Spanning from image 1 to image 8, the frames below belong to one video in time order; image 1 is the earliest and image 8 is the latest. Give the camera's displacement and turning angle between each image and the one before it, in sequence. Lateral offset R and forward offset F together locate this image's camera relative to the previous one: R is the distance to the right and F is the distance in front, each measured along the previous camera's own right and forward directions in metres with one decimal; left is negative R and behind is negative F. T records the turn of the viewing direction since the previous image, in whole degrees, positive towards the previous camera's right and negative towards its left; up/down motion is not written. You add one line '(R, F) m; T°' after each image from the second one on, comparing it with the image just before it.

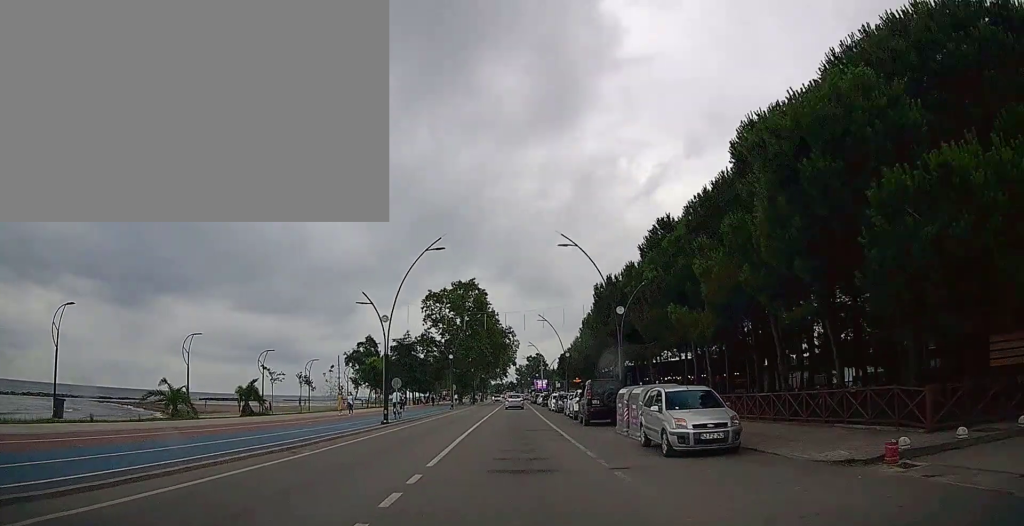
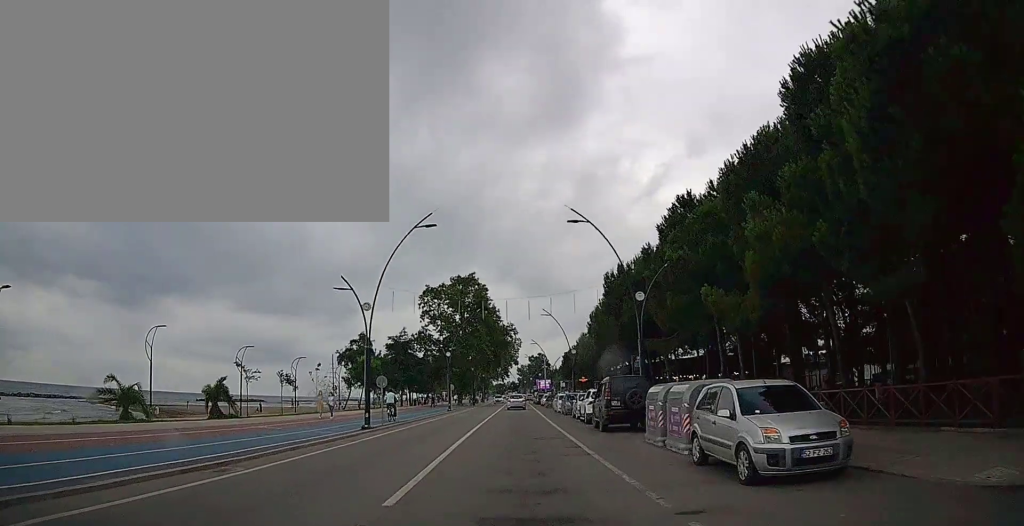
(+0.1, +4.1) m; 0°
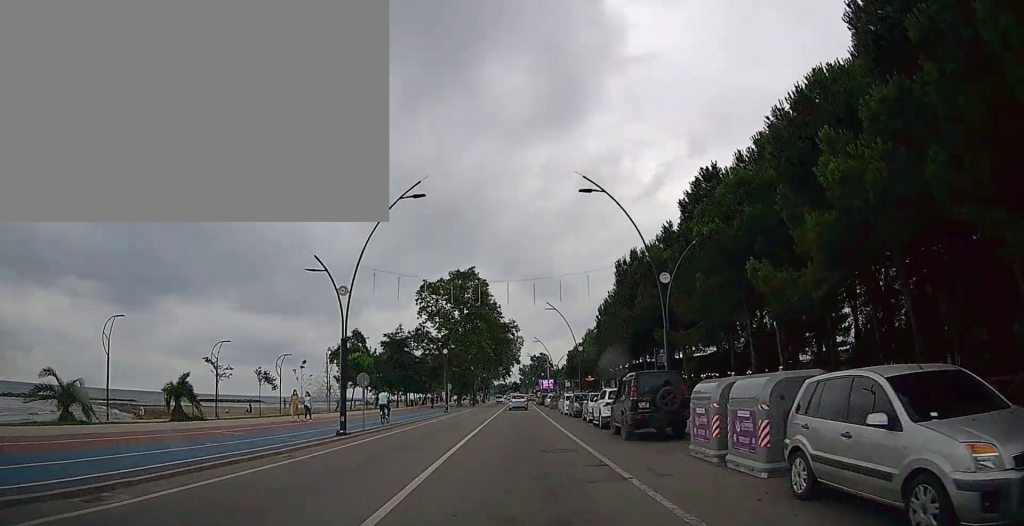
(0.0, +3.9) m; 0°
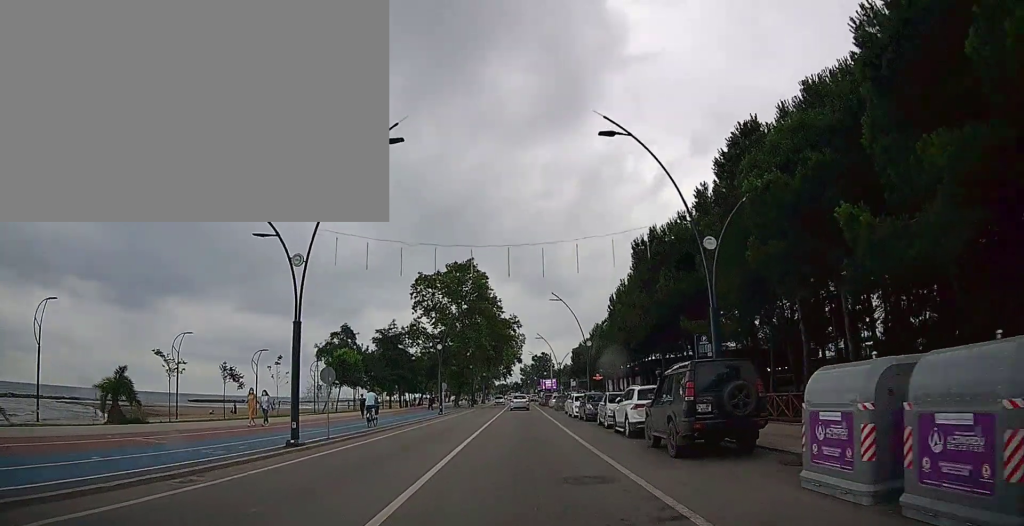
(-0.1, +4.5) m; -1°
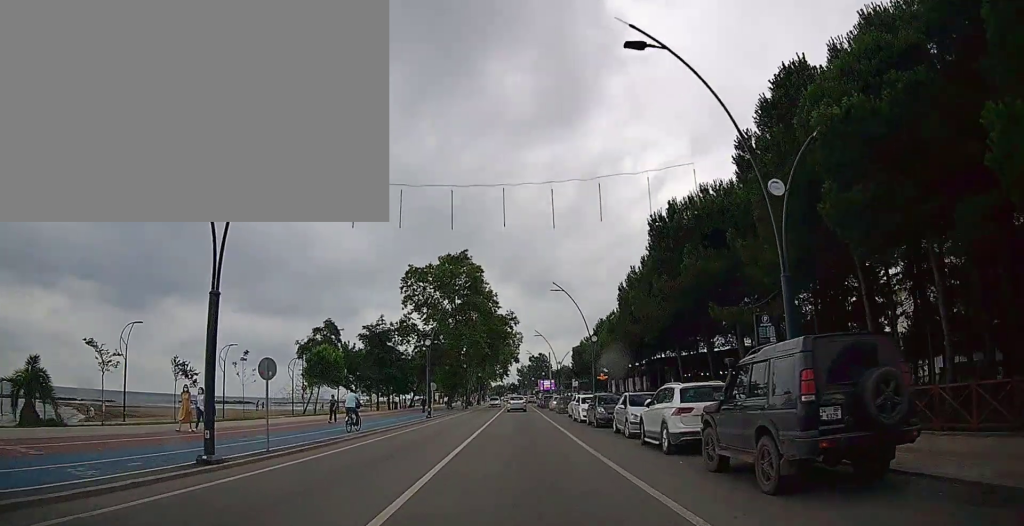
(0.0, +4.7) m; 0°
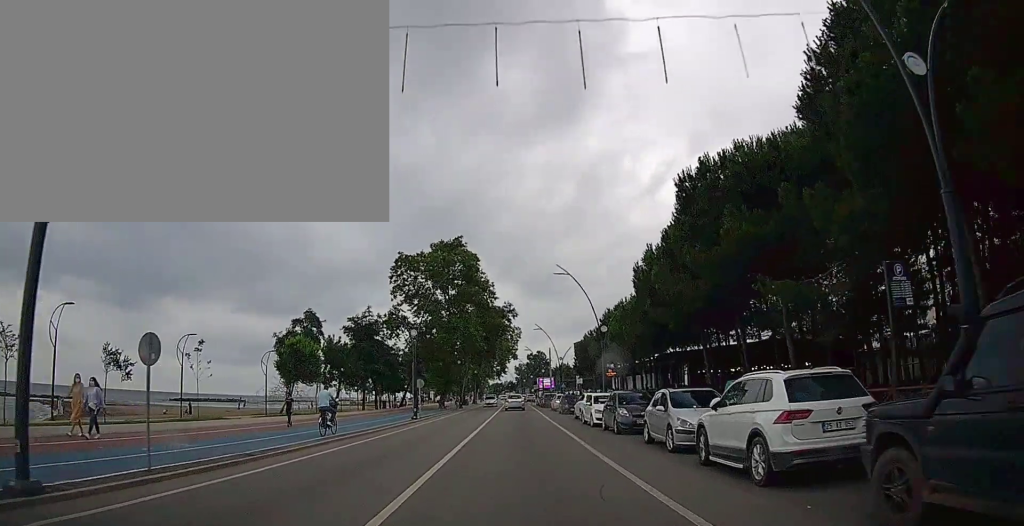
(0.0, +5.4) m; 0°
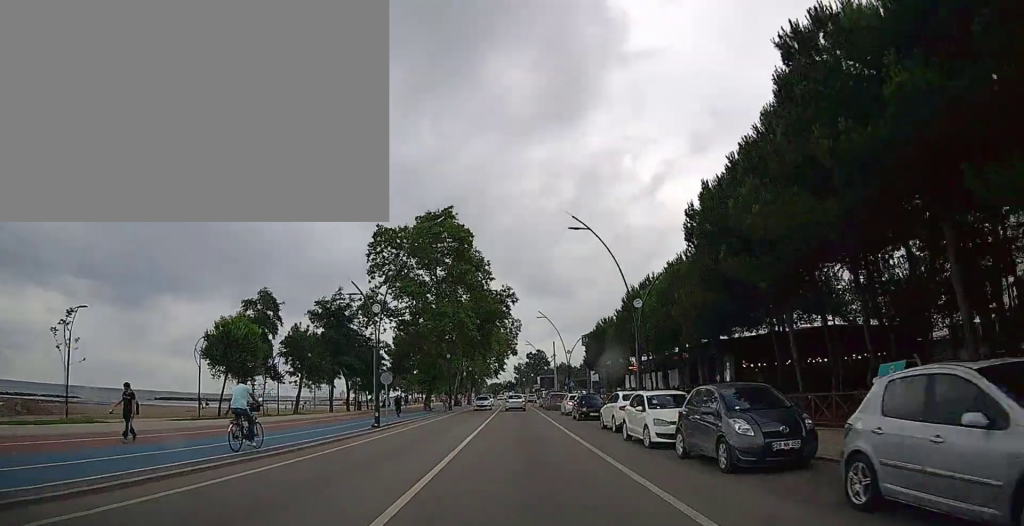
(0.0, +9.5) m; 0°
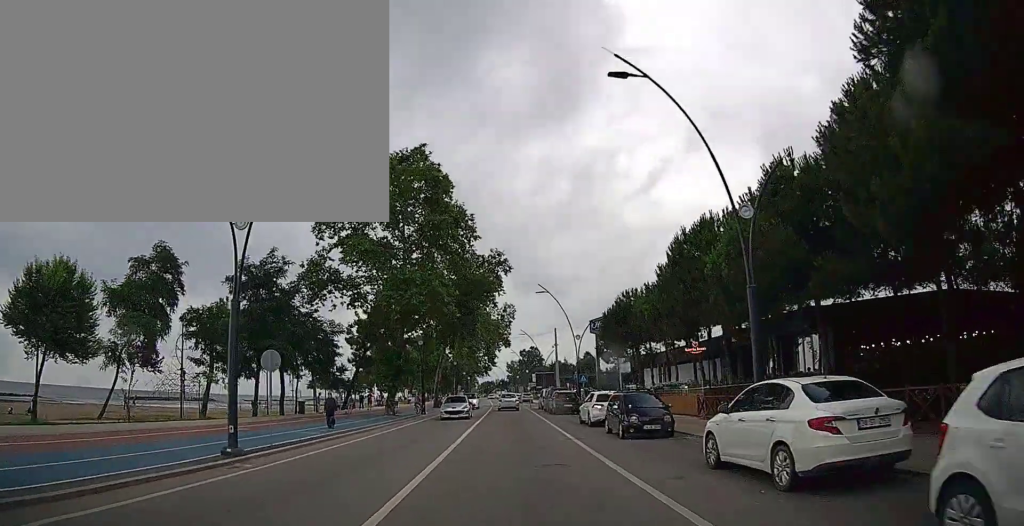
(+0.1, +13.6) m; +1°
